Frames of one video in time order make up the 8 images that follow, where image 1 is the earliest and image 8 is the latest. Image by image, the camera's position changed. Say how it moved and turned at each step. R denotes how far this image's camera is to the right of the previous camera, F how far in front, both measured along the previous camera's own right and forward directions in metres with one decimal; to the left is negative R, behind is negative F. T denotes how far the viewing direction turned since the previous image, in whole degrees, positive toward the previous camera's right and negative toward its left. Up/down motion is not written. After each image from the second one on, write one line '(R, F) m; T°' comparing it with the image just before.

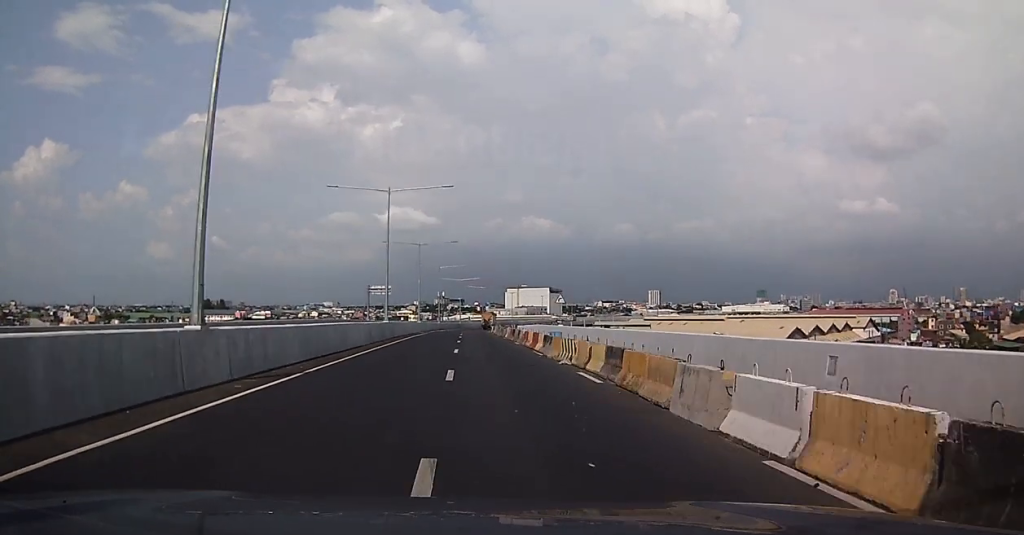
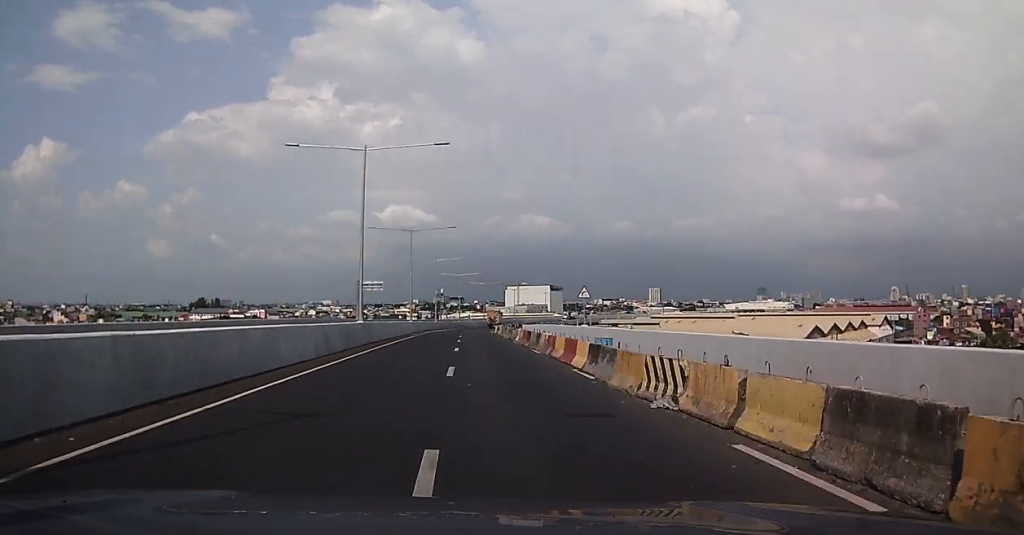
(-0.1, +11.3) m; 0°
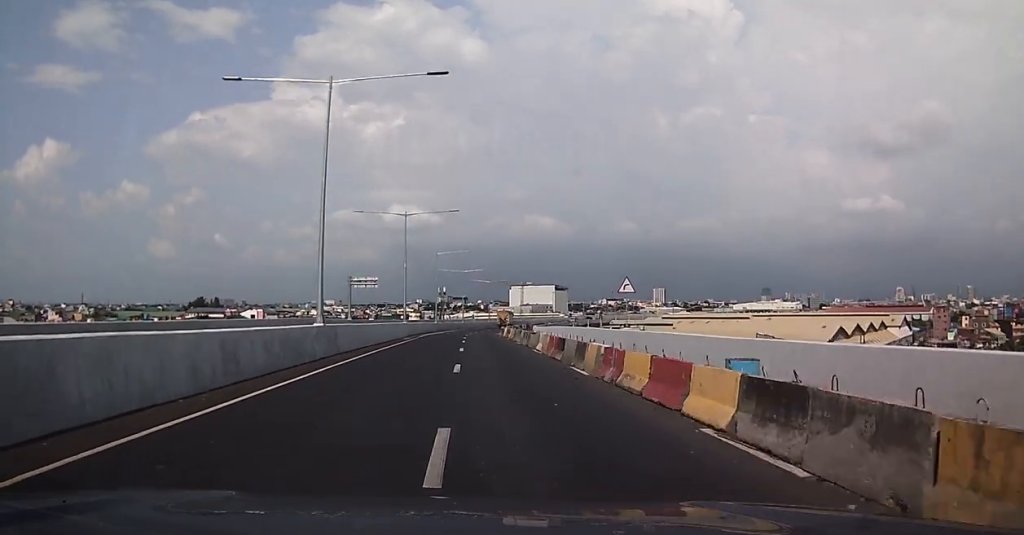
(-0.2, +10.7) m; 0°
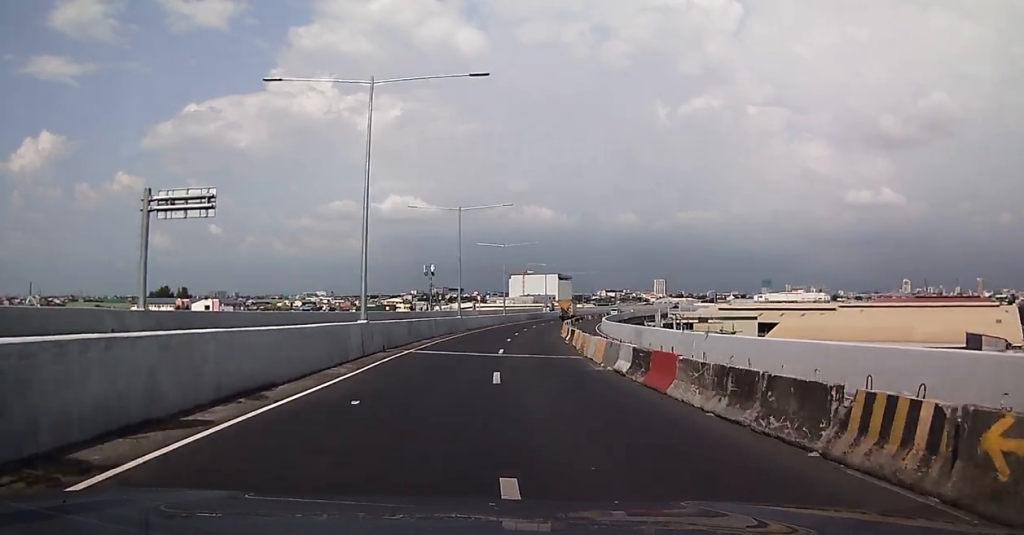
(+0.3, +62.9) m; 0°
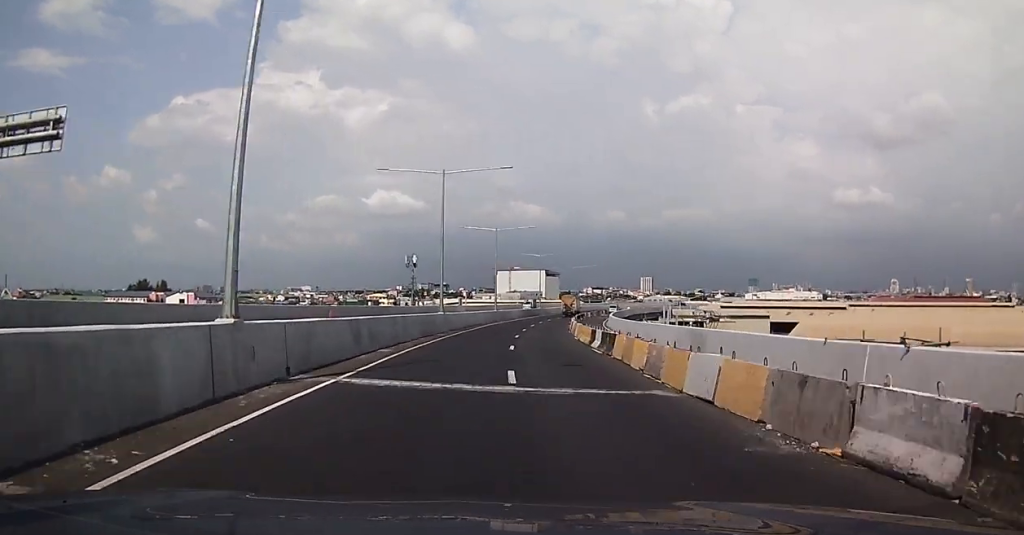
(+0.2, +13.4) m; +1°
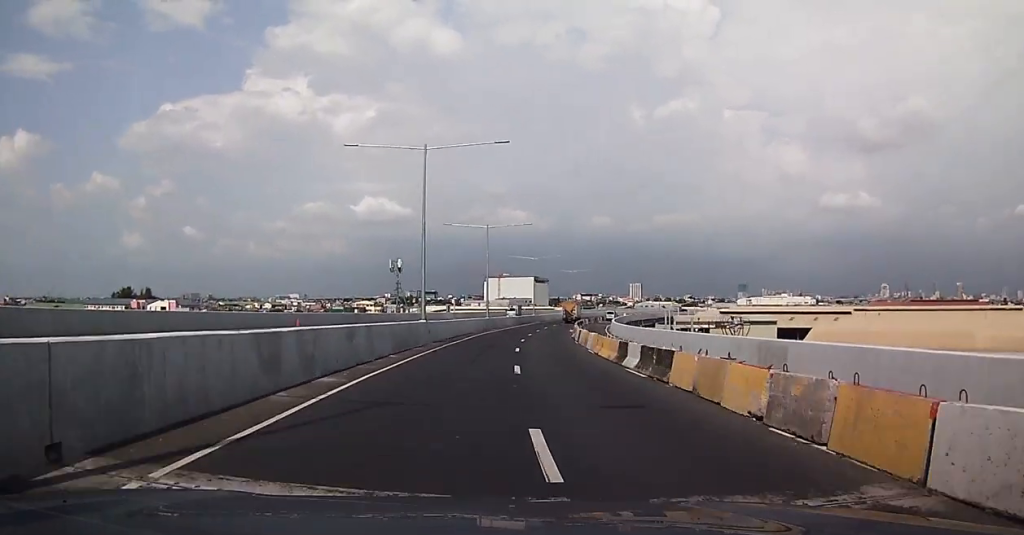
(0.0, +8.2) m; +1°
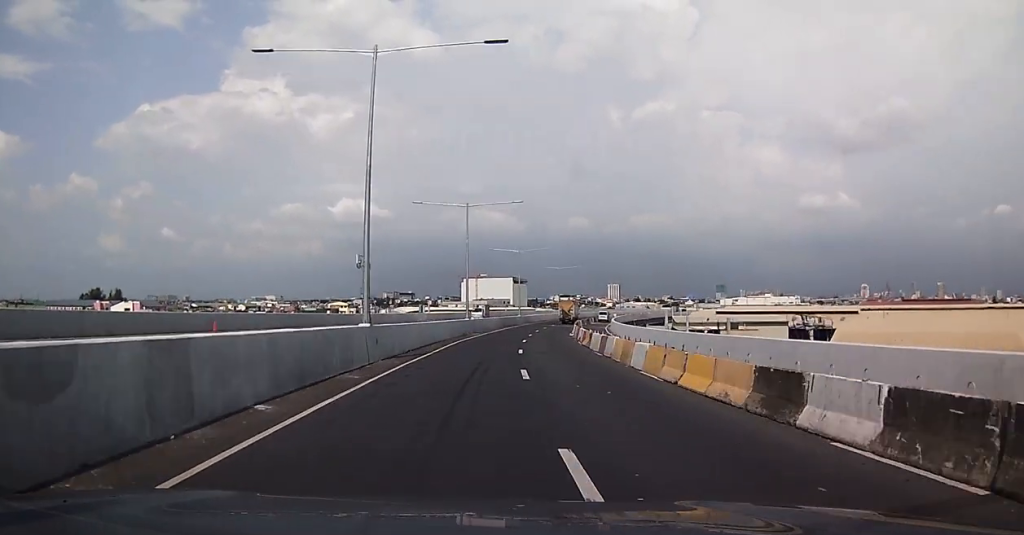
(-0.1, +13.9) m; +2°
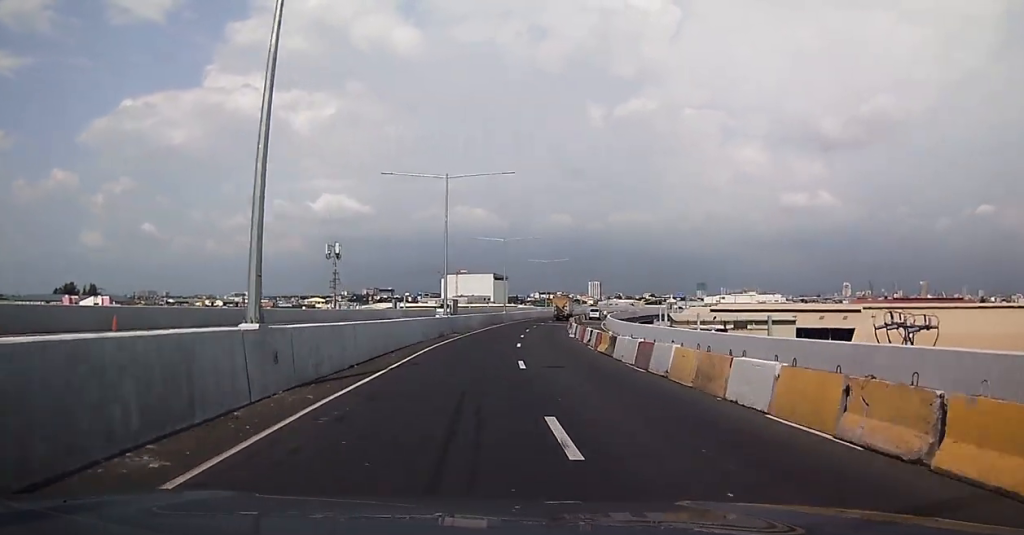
(+0.4, +9.8) m; +1°
